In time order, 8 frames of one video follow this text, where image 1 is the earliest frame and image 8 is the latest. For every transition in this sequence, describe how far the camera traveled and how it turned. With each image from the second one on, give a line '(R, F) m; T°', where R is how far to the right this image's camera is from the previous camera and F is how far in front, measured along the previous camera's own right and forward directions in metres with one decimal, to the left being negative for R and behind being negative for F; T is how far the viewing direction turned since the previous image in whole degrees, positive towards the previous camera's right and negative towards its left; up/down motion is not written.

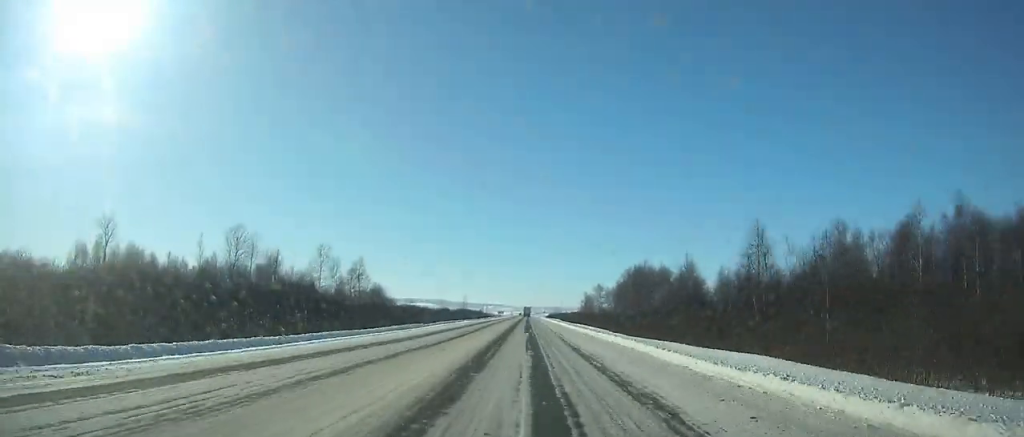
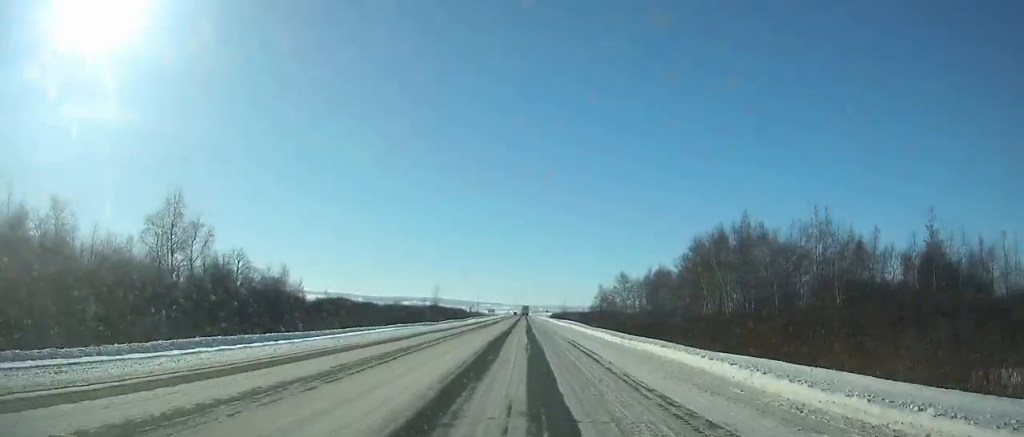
(-0.1, +57.7) m; 0°
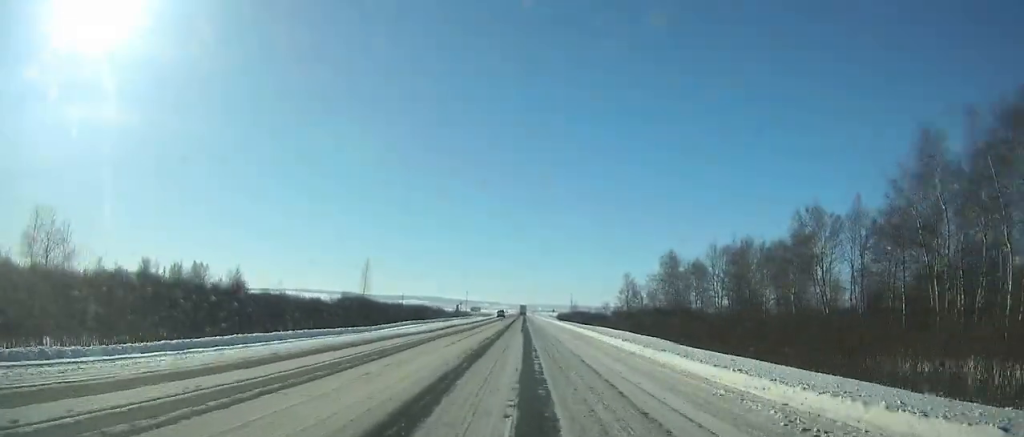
(+0.1, +55.6) m; 0°
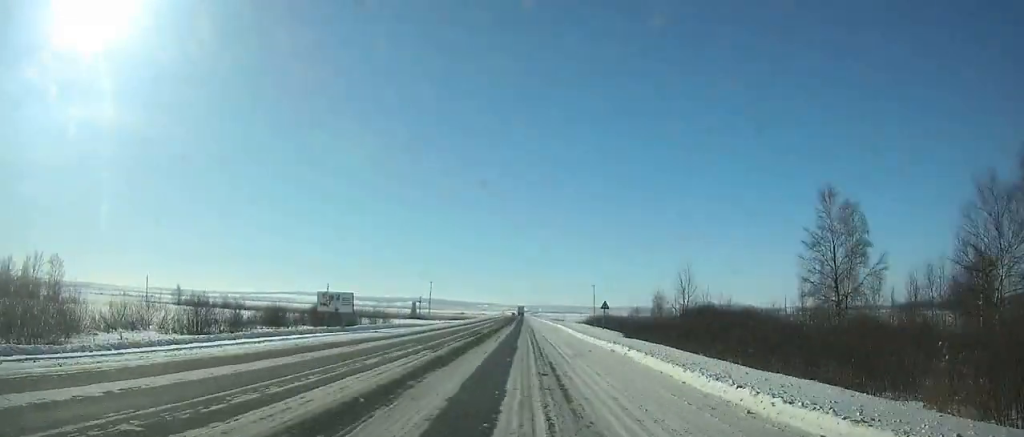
(+0.6, +102.1) m; 0°
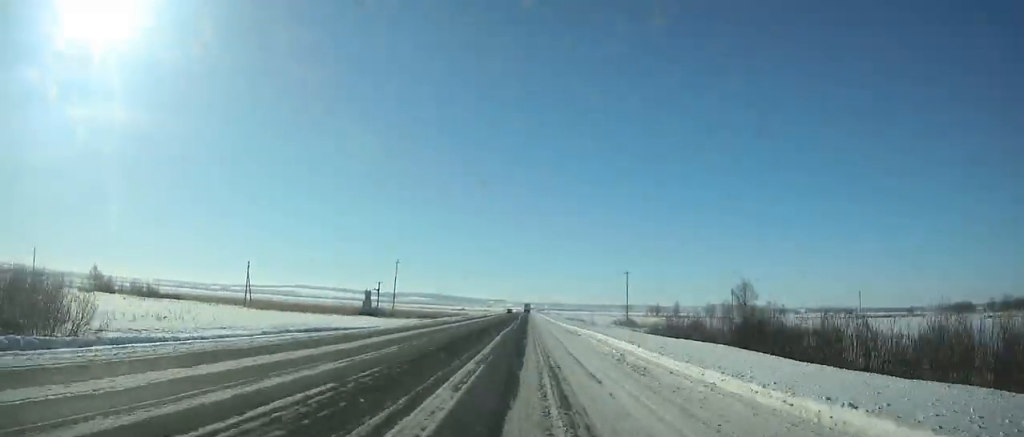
(0.0, +54.6) m; 0°
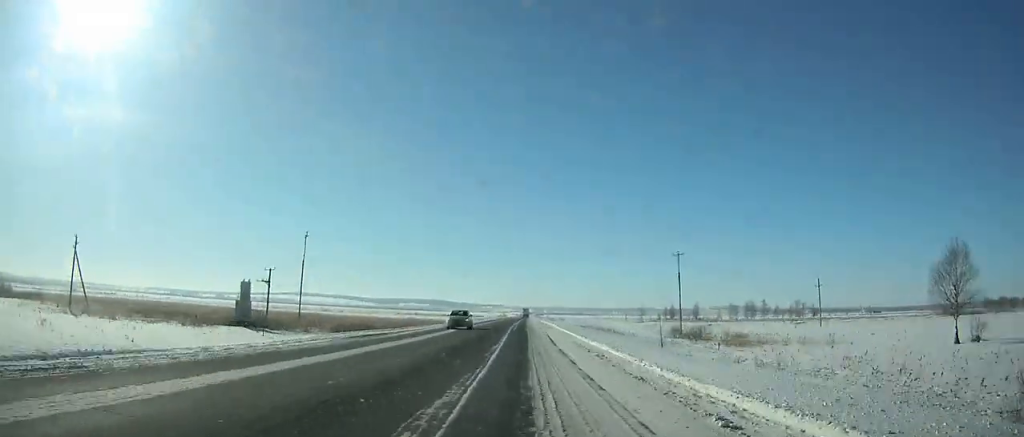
(-0.1, +50.1) m; 0°
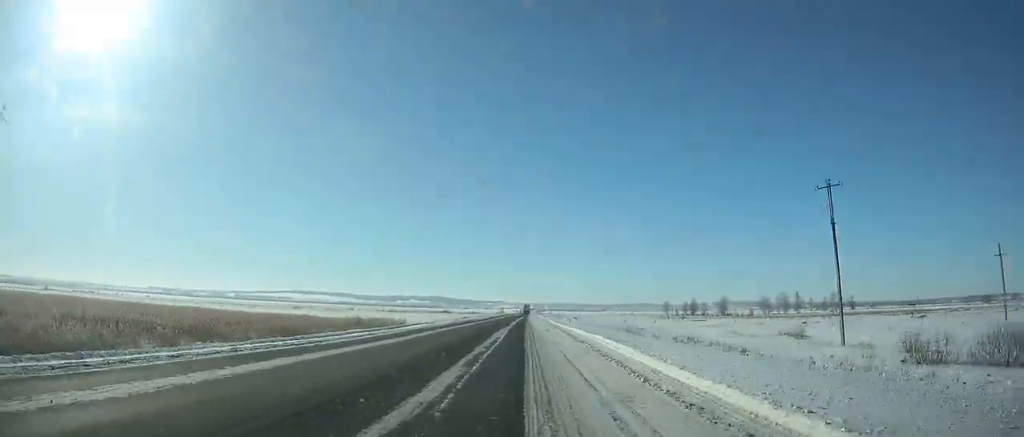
(-0.1, +47.9) m; 0°
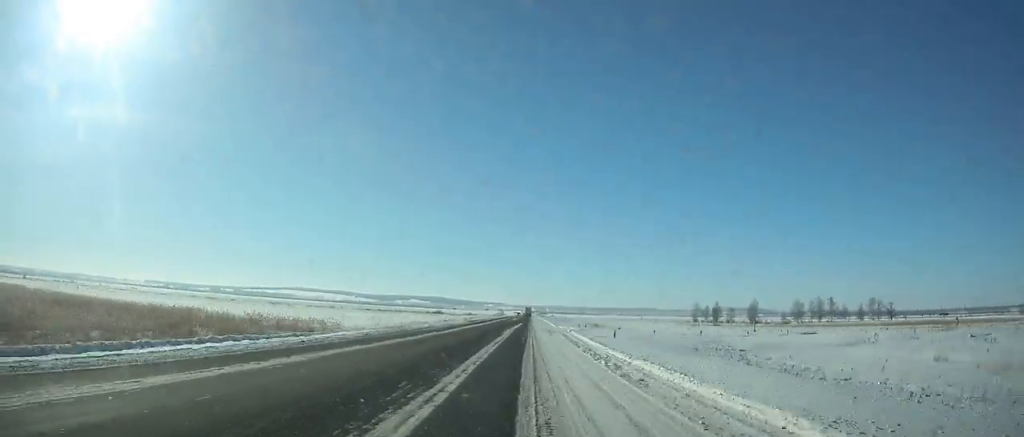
(0.0, +37.8) m; 0°
